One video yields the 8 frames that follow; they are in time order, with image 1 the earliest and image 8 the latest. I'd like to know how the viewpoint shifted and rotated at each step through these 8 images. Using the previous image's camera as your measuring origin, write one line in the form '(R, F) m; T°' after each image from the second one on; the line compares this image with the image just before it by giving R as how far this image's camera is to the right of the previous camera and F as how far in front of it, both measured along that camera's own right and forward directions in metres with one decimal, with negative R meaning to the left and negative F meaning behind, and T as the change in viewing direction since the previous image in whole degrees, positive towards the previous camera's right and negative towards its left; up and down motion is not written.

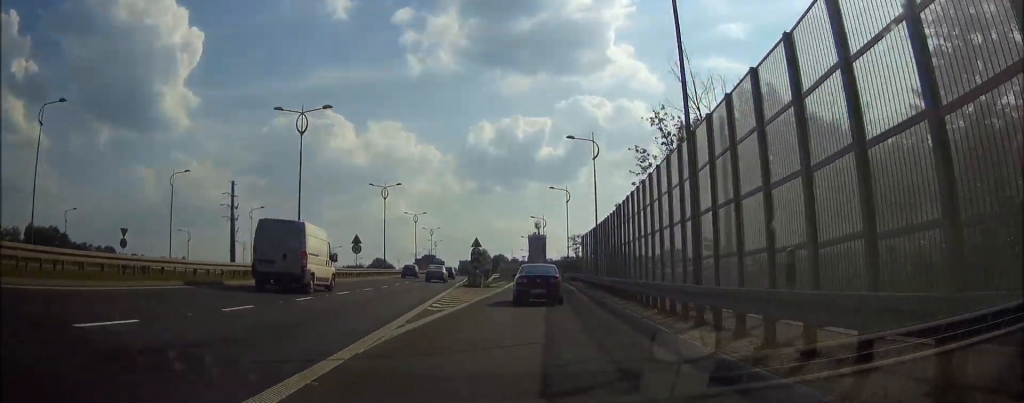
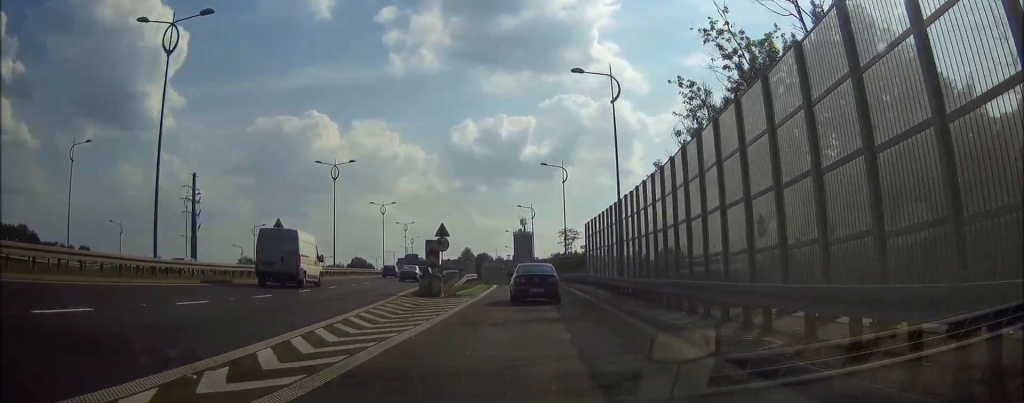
(+0.1, +17.5) m; +1°
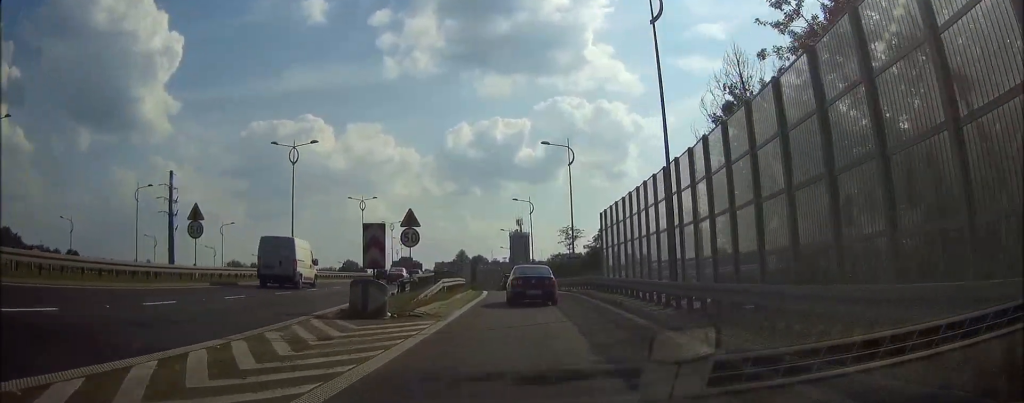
(+0.2, +11.8) m; 0°
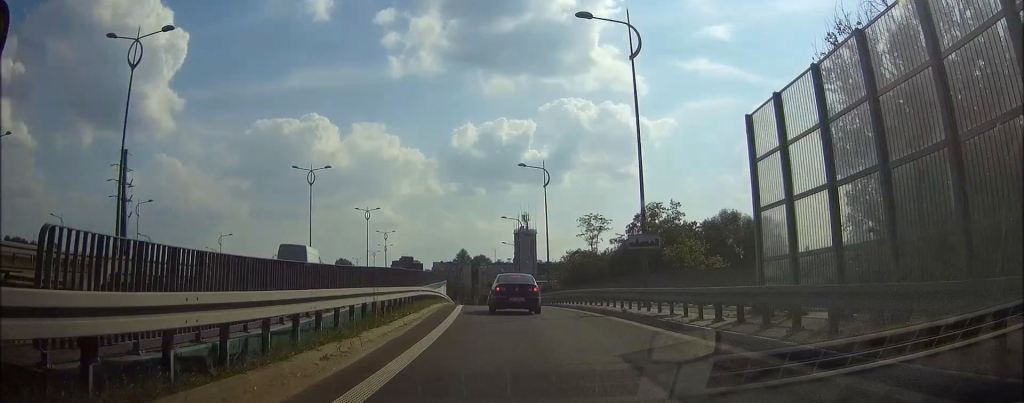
(-0.1, +26.8) m; -1°
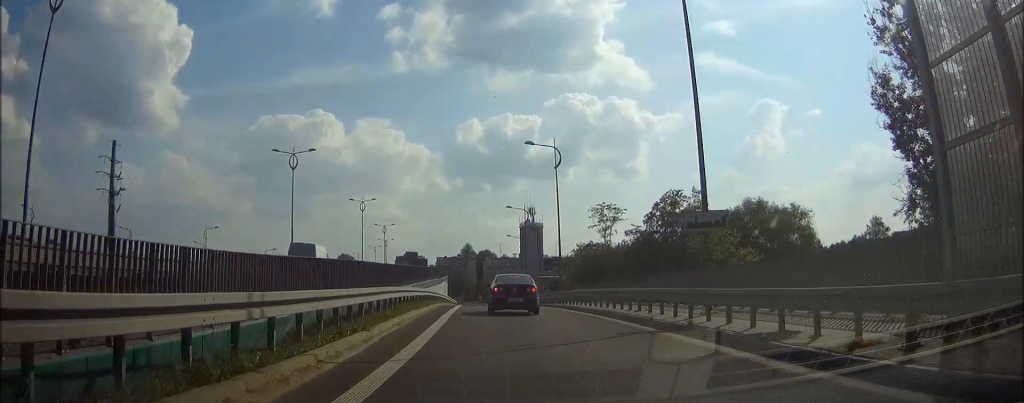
(0.0, +7.4) m; -1°
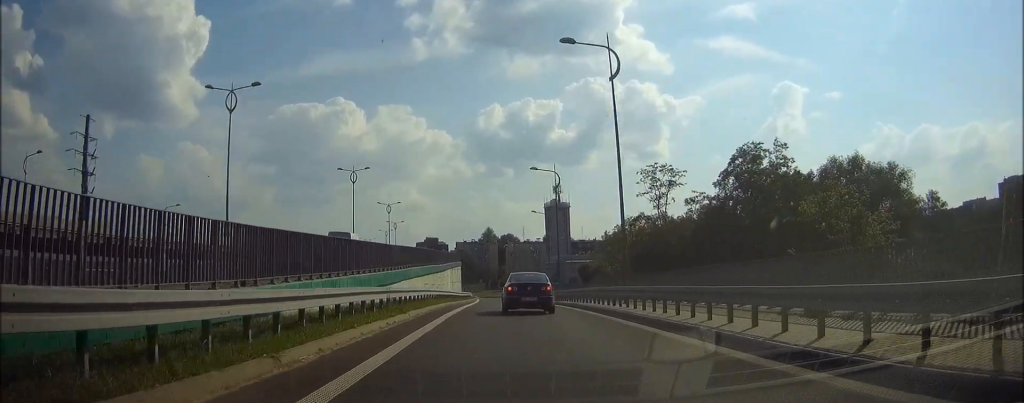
(-0.3, +18.8) m; -2°
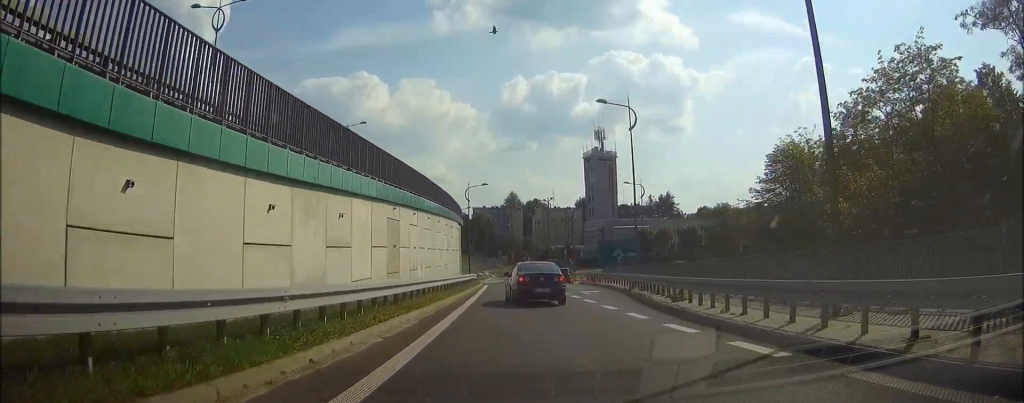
(-0.5, +46.4) m; -1°
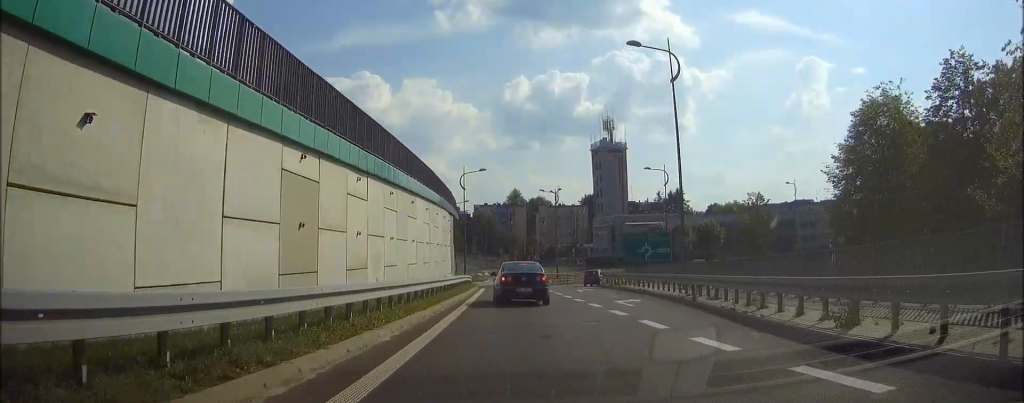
(0.0, +10.7) m; 0°
